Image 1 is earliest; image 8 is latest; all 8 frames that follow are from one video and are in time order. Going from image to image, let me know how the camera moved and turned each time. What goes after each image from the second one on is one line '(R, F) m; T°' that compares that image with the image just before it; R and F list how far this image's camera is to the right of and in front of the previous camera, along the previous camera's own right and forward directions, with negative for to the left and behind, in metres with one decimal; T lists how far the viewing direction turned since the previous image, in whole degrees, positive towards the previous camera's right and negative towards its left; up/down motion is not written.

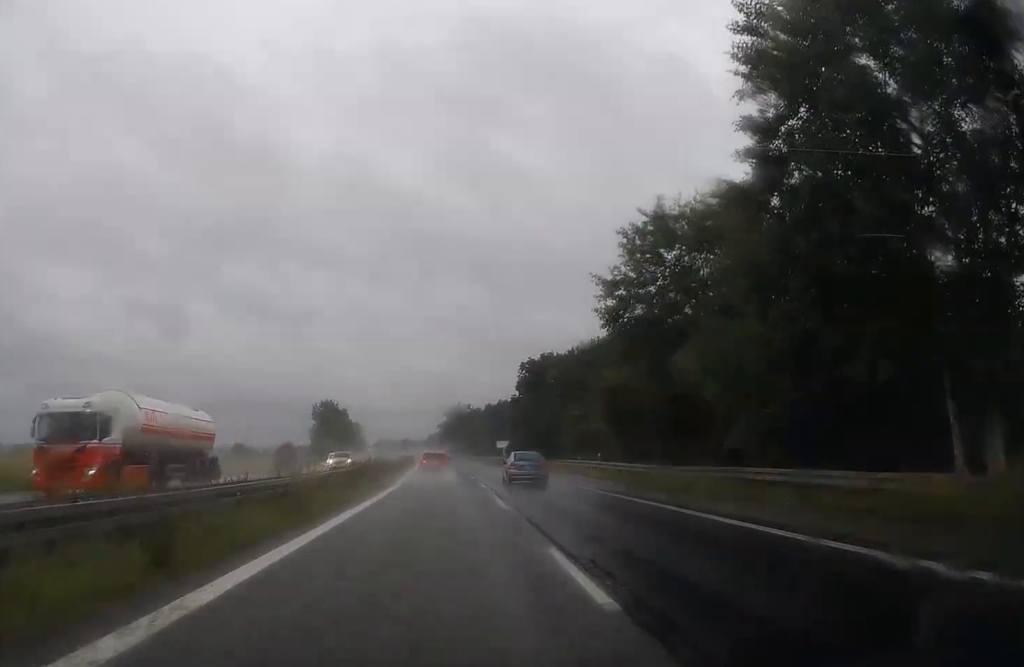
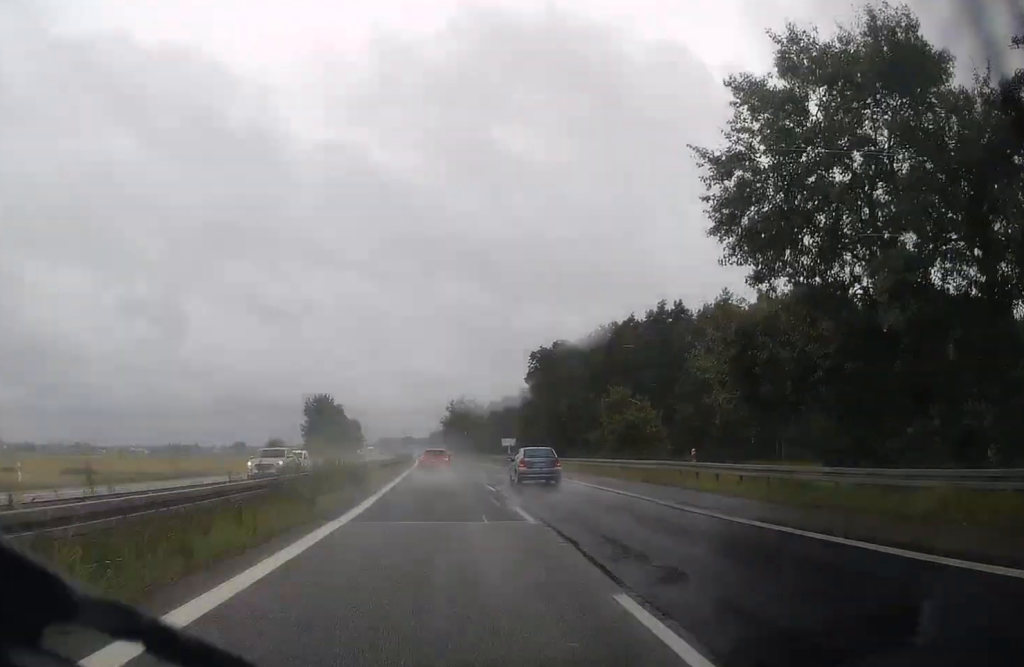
(-0.2, +16.0) m; 0°
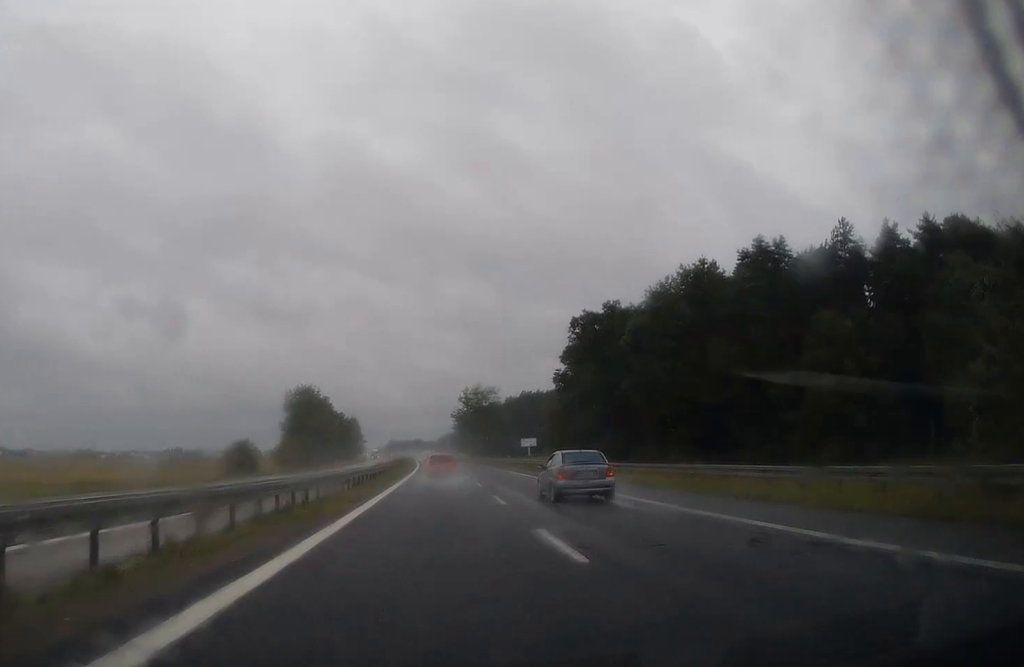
(-0.2, +39.9) m; -1°
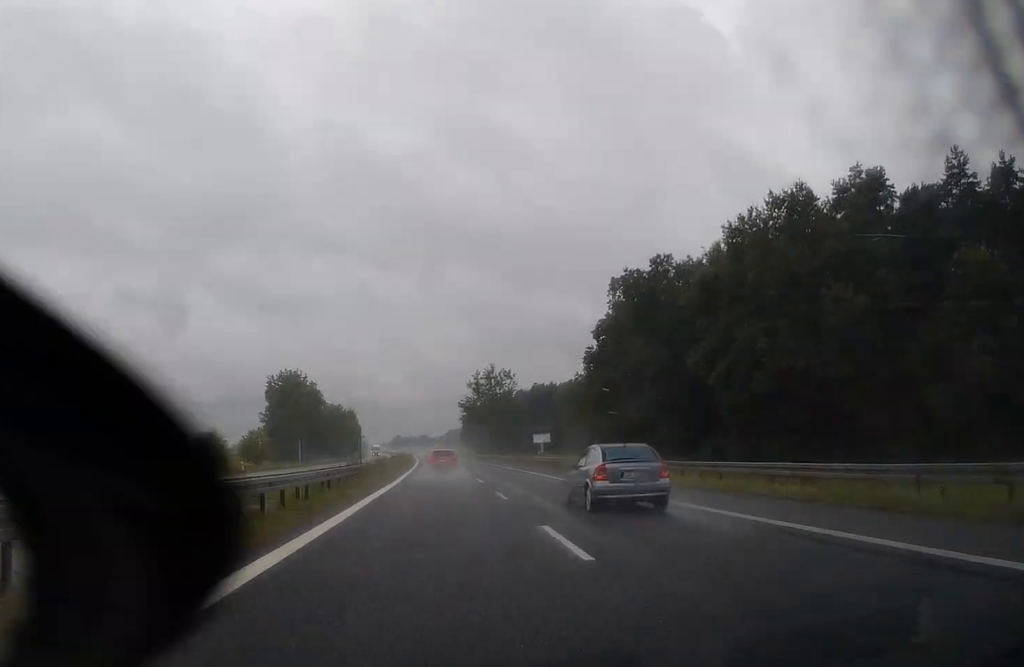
(-0.1, +23.9) m; -1°
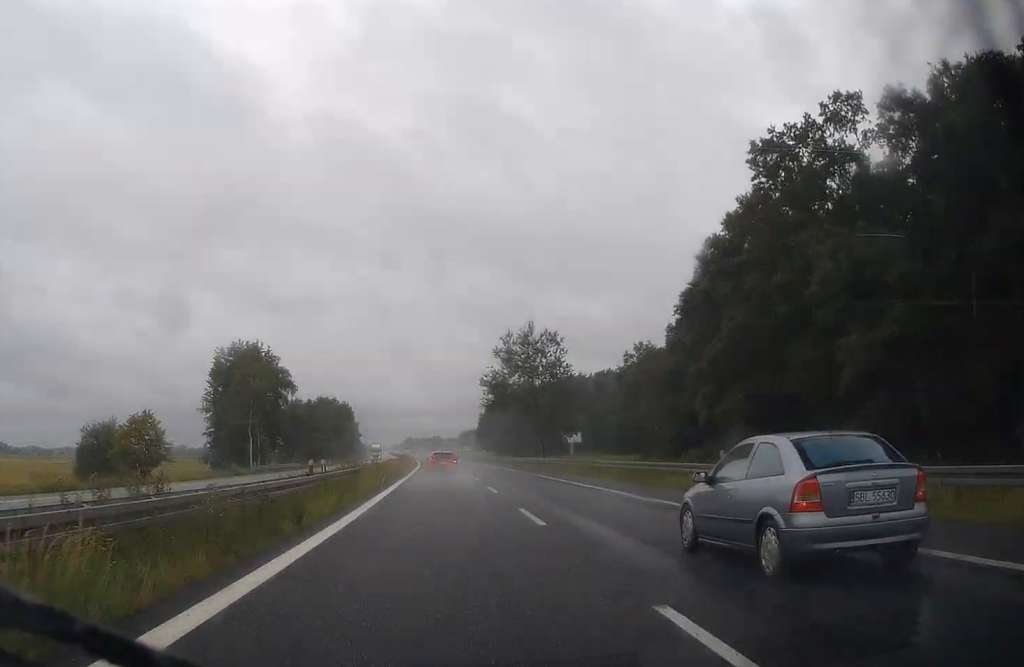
(-0.3, +42.2) m; 0°
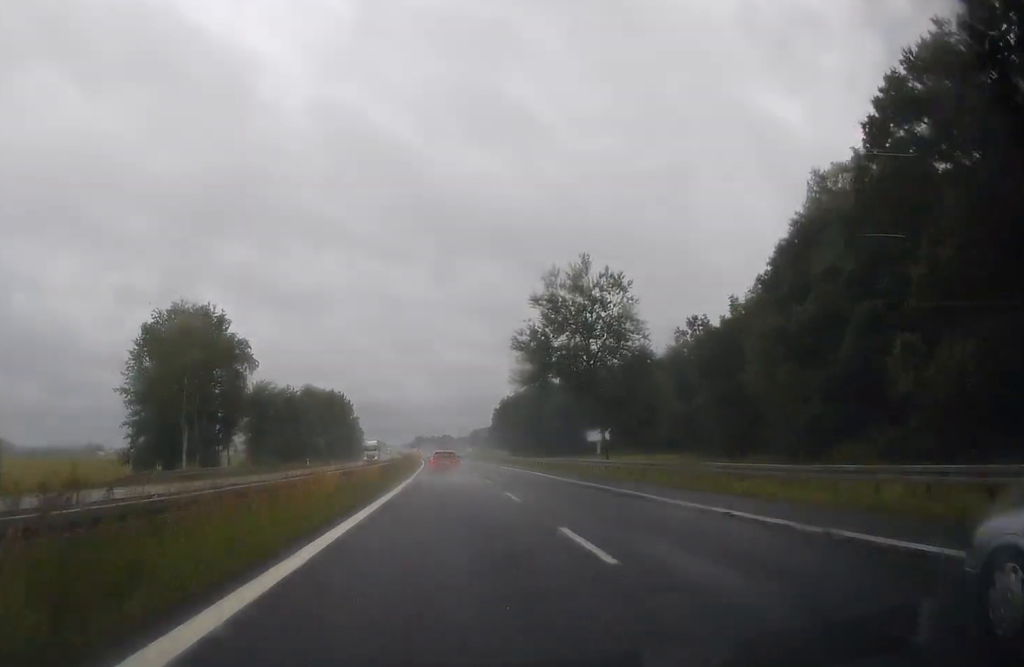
(0.0, +28.5) m; 0°
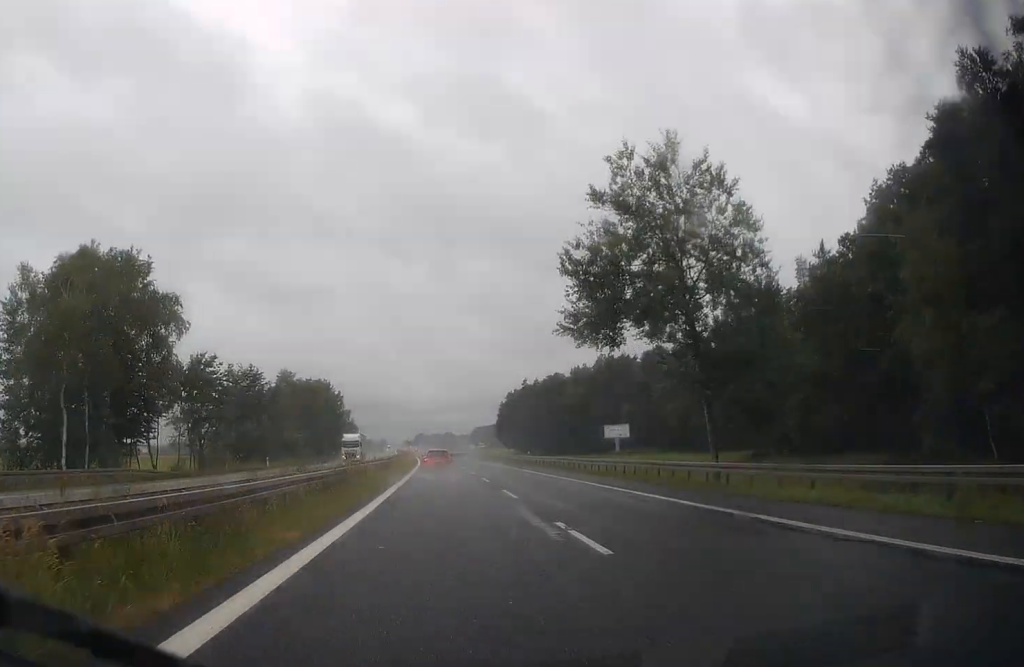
(0.0, +22.8) m; 0°
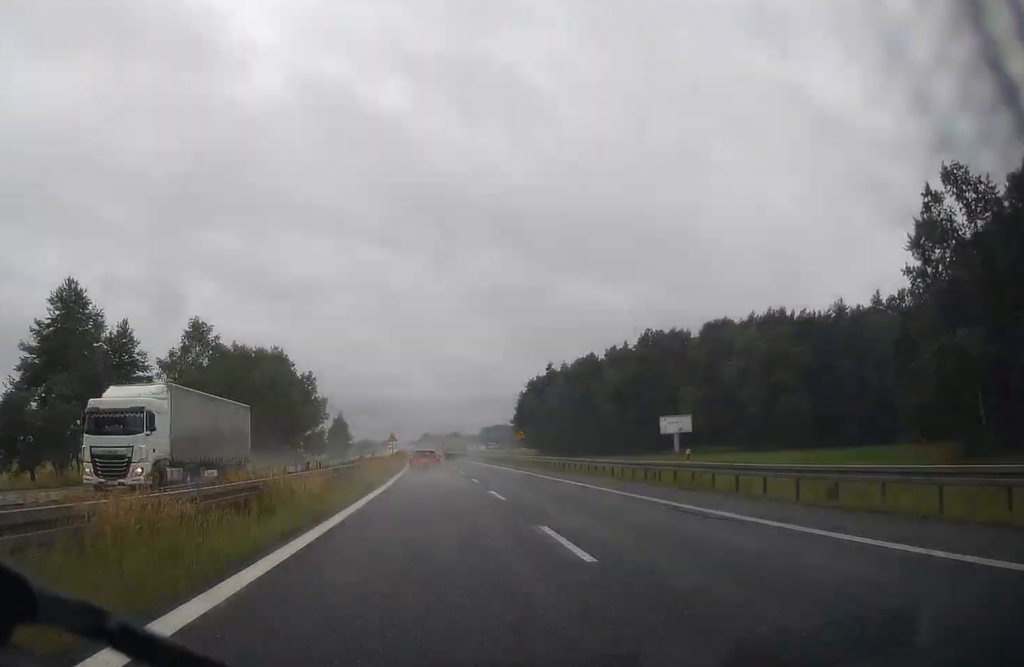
(-0.2, +47.8) m; -1°
